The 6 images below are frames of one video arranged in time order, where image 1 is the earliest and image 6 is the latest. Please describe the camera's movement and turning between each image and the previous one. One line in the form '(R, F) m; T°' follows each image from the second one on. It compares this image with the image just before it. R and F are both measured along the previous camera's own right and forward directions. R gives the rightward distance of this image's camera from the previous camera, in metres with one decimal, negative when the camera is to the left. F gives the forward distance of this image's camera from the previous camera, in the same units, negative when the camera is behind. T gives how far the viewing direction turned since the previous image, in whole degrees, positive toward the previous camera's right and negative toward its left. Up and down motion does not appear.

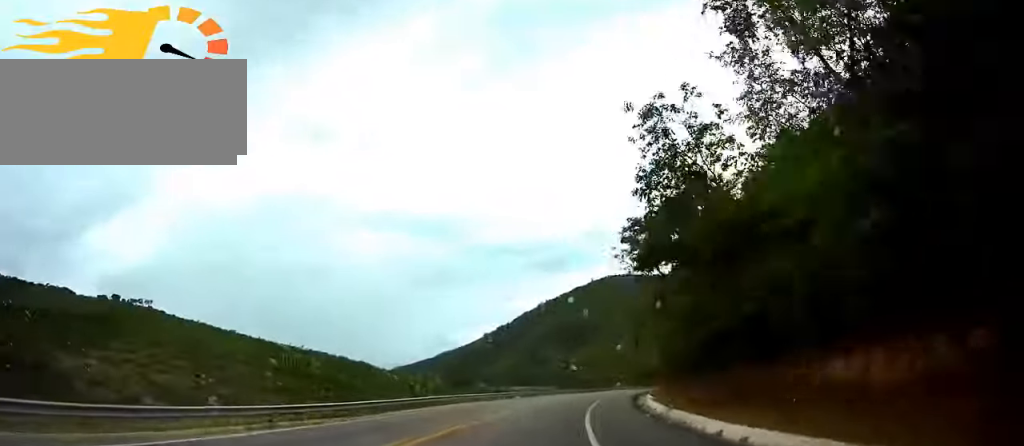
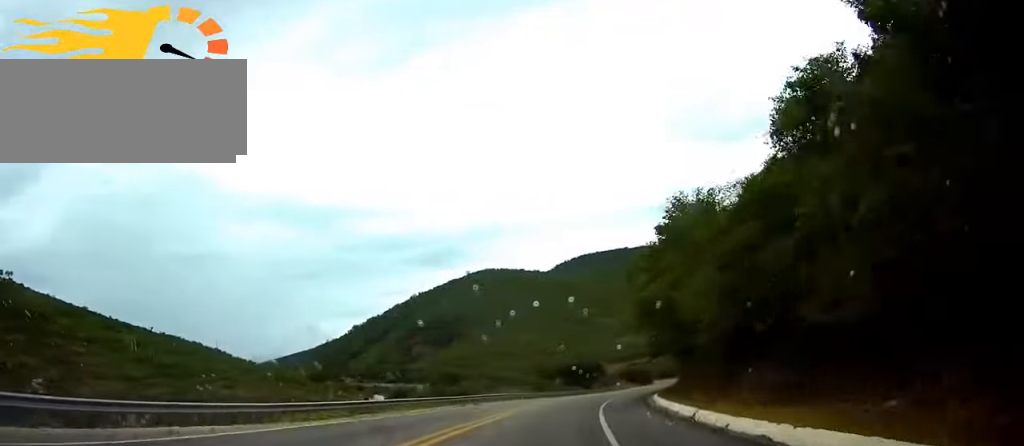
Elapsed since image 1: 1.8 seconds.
(+4.7, +56.9) m; +10°
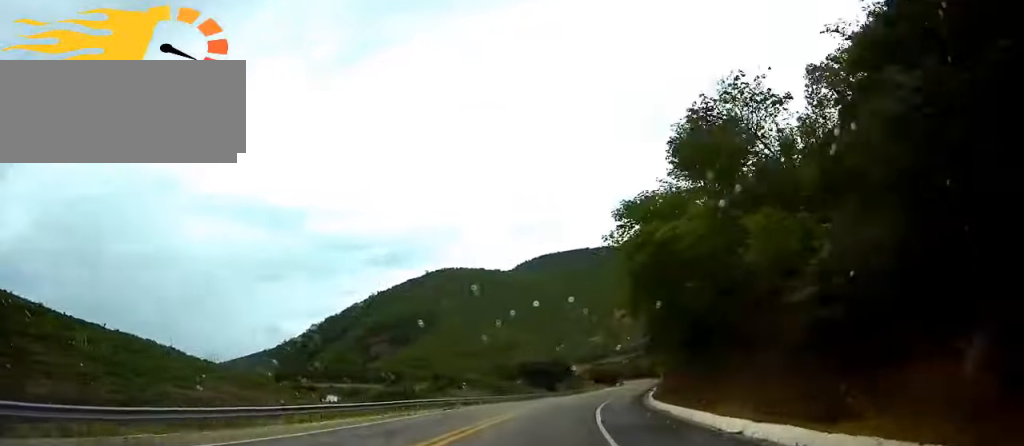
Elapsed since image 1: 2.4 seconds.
(+0.2, +16.4) m; +3°
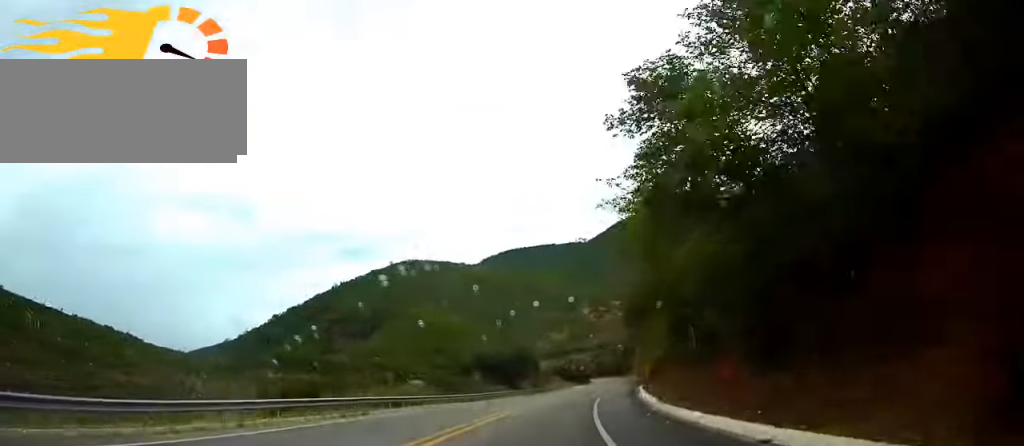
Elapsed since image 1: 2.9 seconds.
(+0.7, +16.2) m; +2°
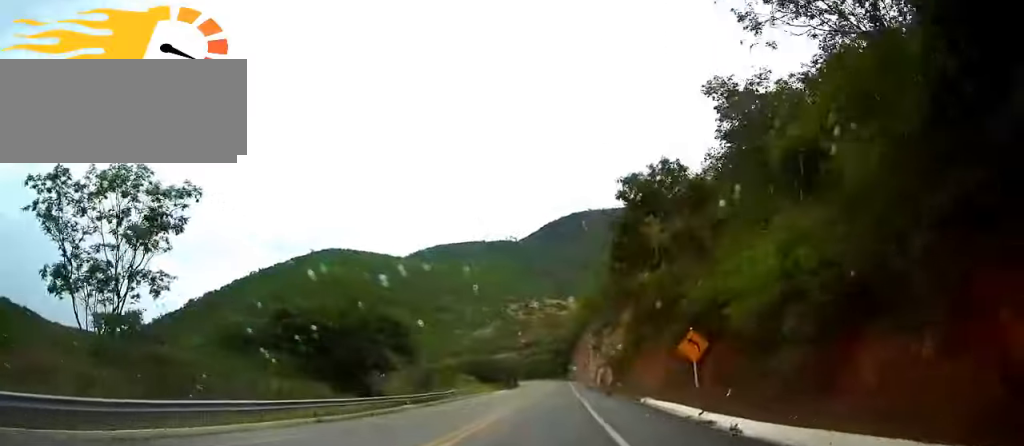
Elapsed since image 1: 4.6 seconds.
(+3.2, +51.8) m; +7°
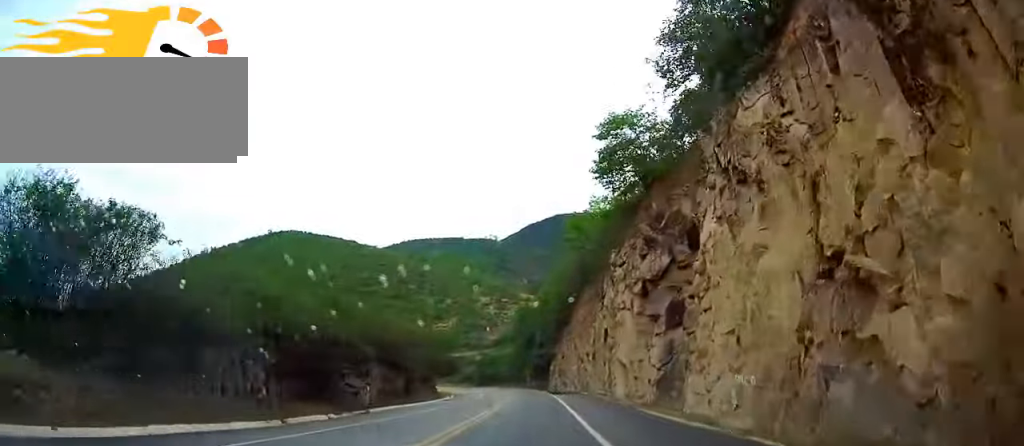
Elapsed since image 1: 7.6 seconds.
(+4.1, +90.3) m; +2°
